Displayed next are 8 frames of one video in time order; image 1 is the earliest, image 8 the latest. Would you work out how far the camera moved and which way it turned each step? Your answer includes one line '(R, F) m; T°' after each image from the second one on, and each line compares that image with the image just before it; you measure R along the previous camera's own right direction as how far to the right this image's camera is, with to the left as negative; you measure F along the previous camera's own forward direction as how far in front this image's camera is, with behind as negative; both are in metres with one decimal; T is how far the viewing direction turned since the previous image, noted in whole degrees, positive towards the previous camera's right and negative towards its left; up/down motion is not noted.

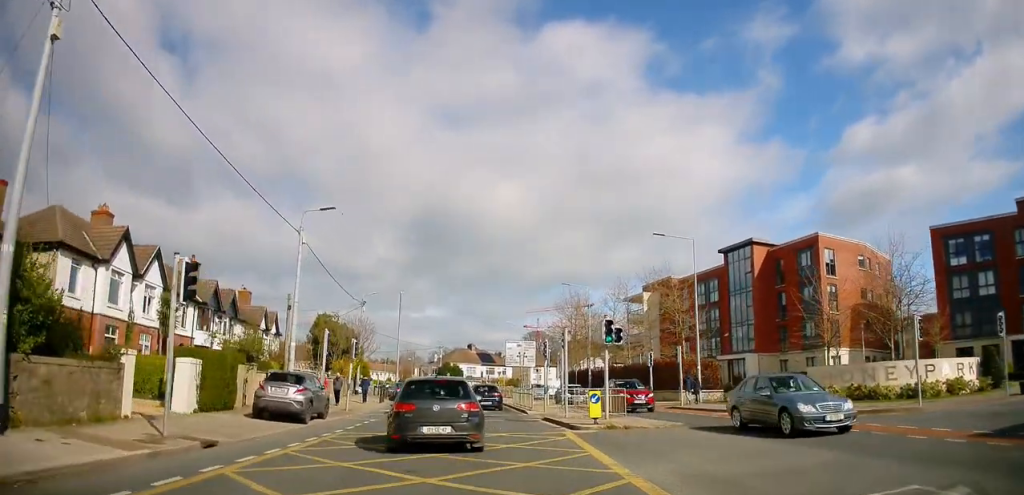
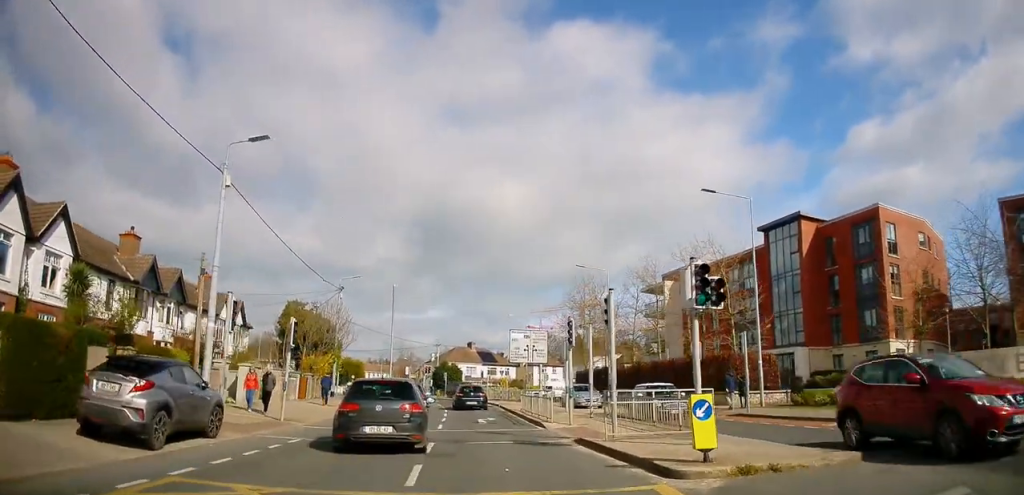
(0.0, +7.3) m; -1°
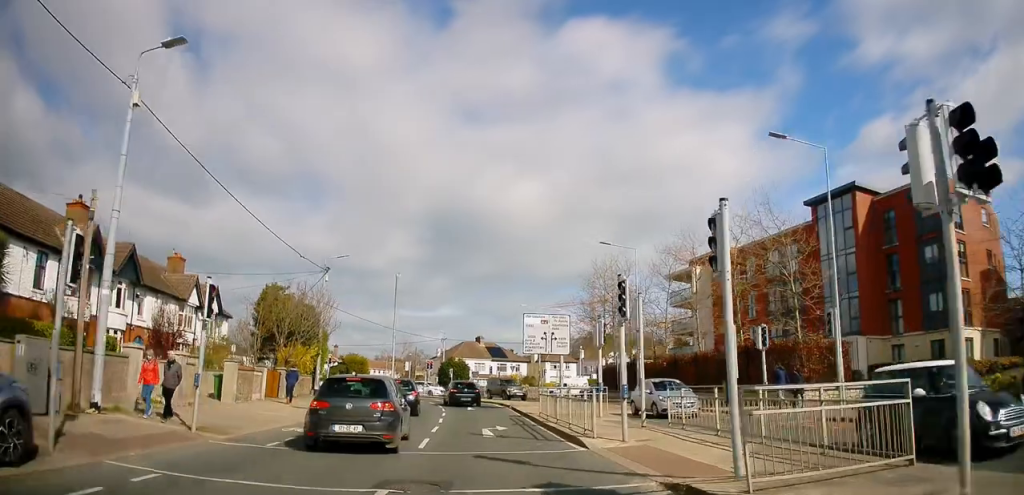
(0.0, +6.3) m; 0°
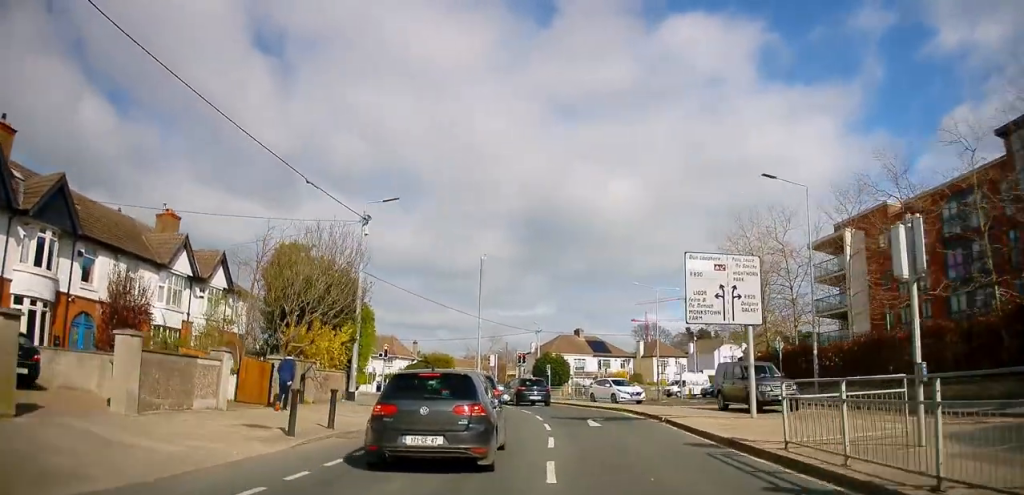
(-1.2, +13.6) m; -10°
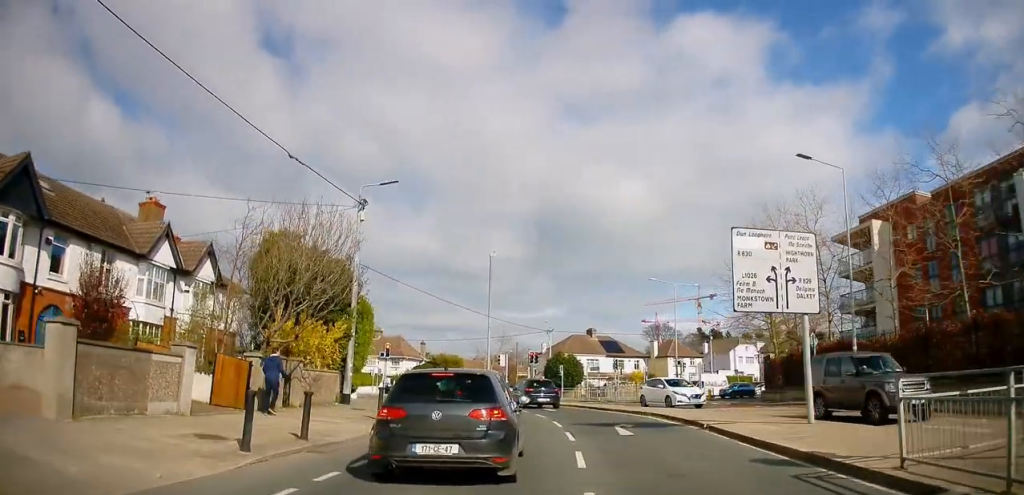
(+0.1, +3.2) m; 0°
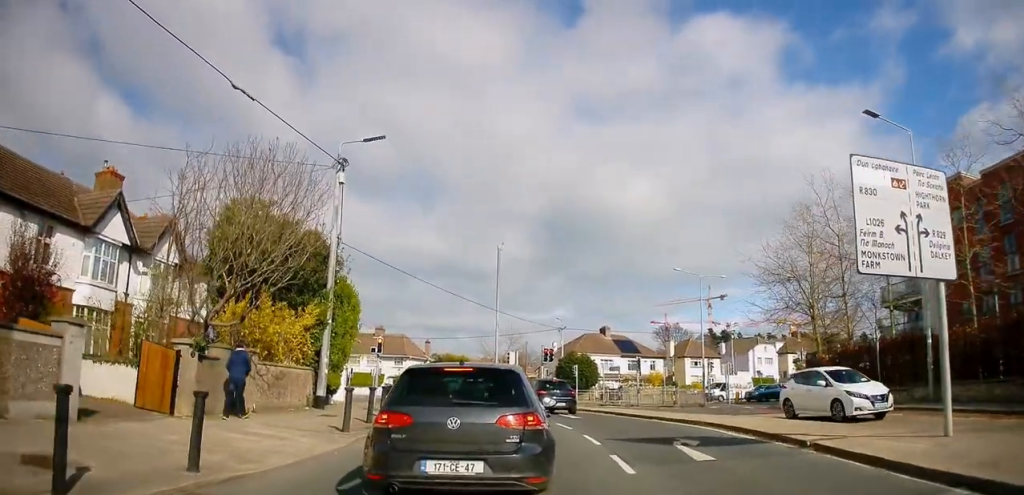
(-0.1, +5.7) m; -3°
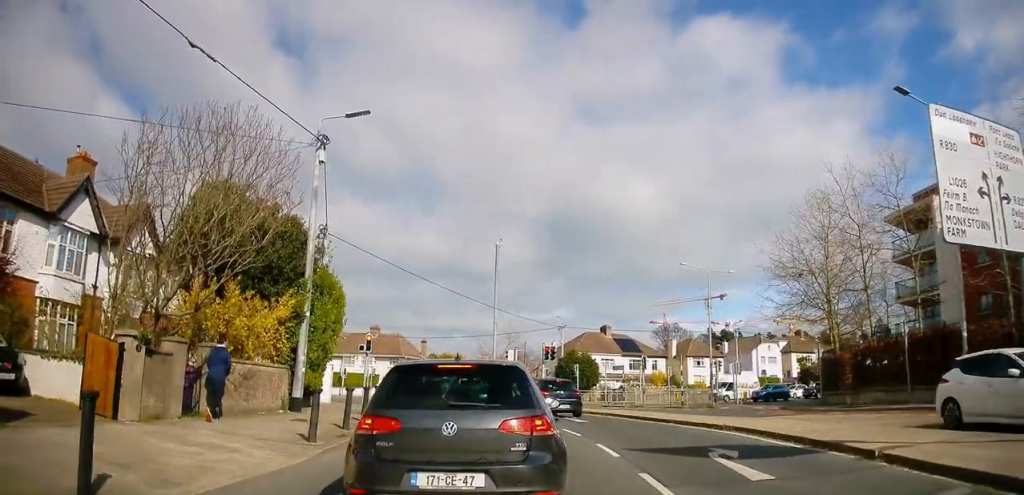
(-0.1, +2.7) m; -2°
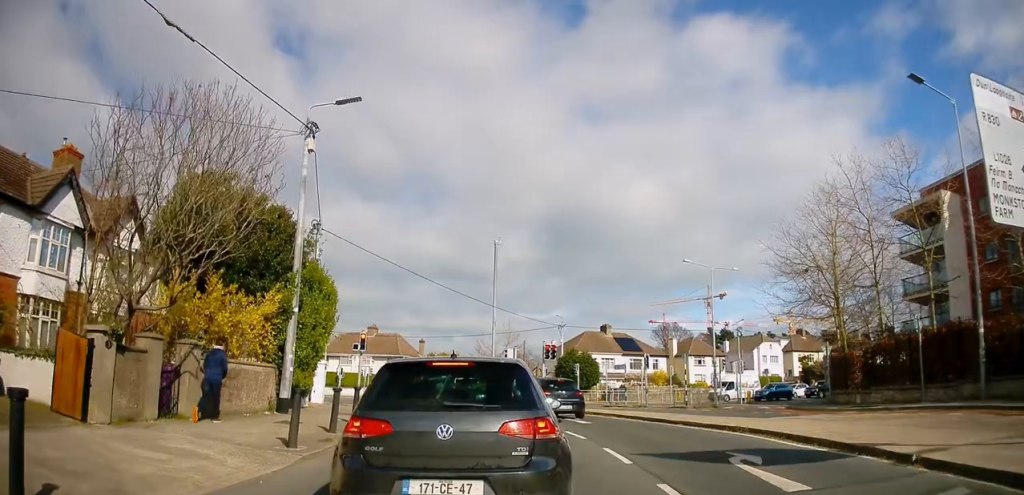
(0.0, +1.5) m; 0°
